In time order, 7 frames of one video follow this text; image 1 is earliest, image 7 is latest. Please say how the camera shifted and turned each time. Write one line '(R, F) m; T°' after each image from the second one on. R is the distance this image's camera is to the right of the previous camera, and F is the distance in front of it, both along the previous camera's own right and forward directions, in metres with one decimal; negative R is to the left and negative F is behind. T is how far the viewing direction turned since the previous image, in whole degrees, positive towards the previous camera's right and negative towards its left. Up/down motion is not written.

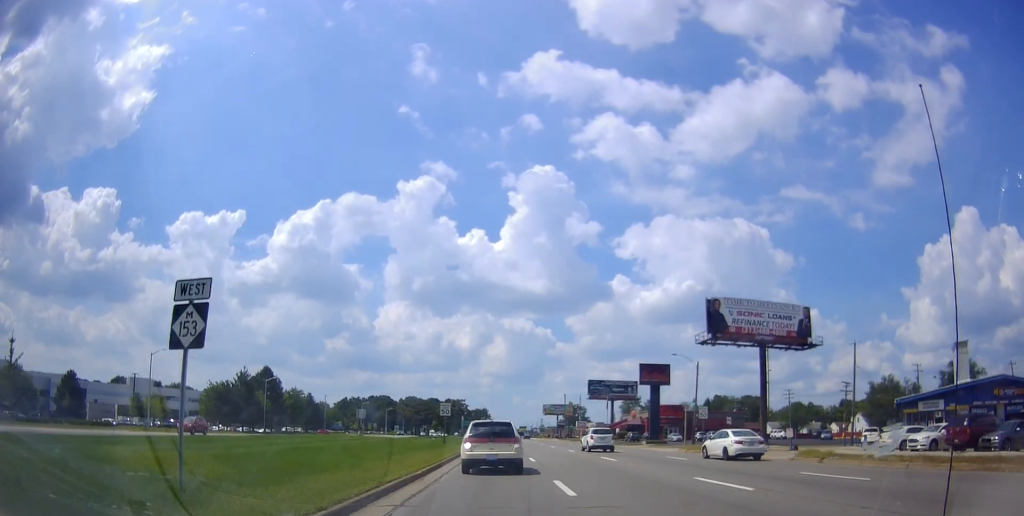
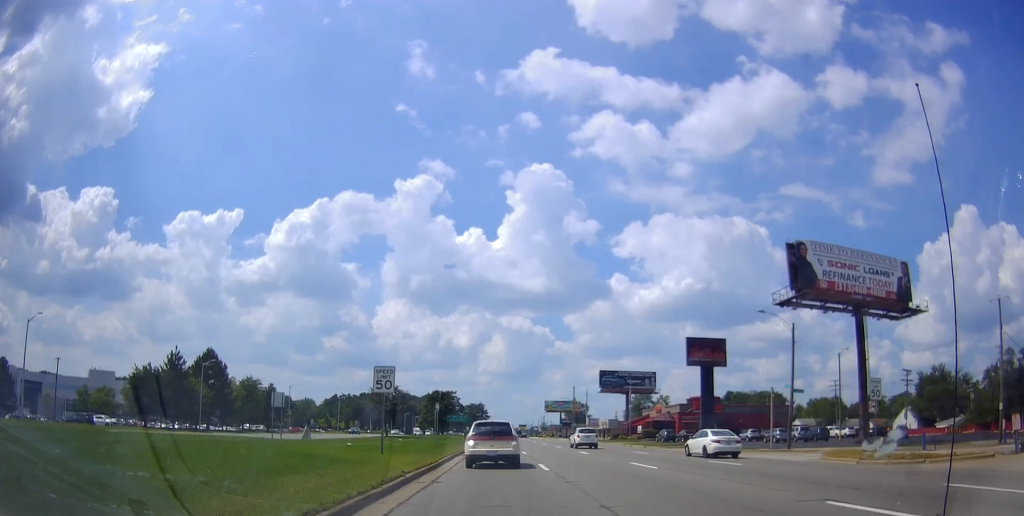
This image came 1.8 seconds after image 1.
(0.0, +22.2) m; 0°
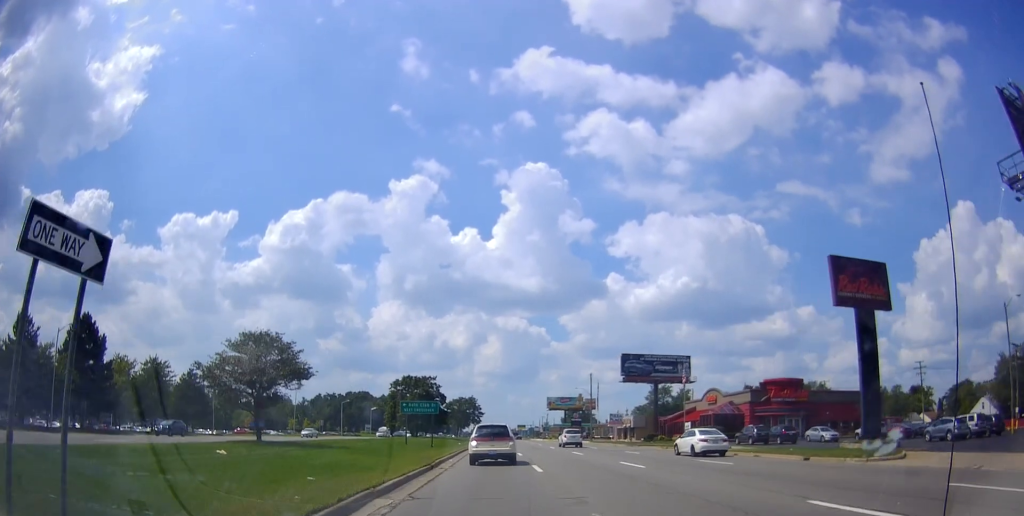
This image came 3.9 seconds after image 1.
(0.0, +29.6) m; 0°
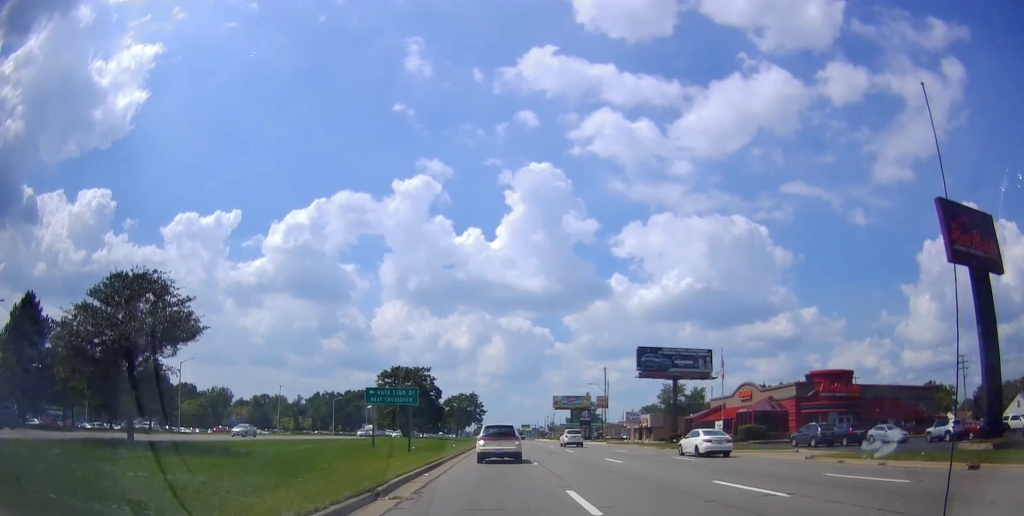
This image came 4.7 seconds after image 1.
(0.0, +10.6) m; 0°
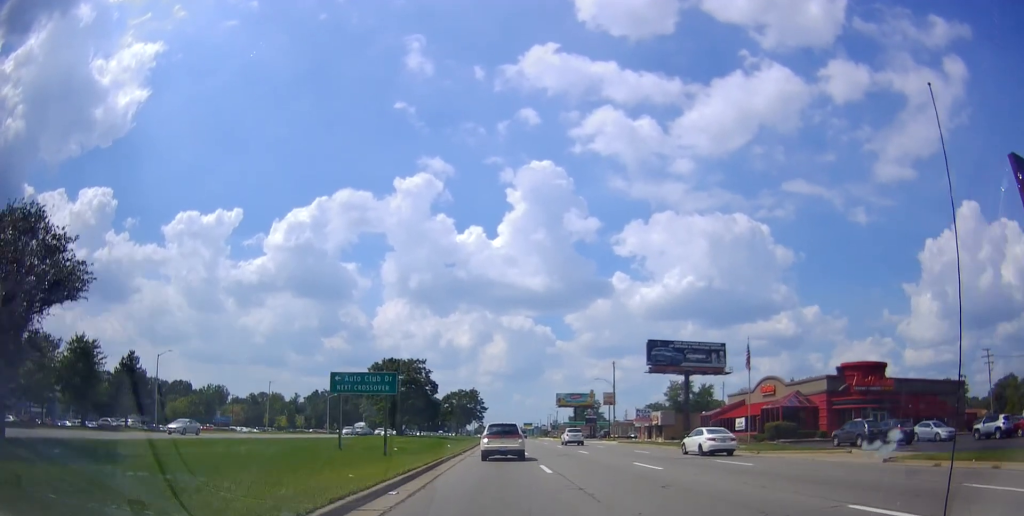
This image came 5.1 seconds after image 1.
(0.0, +5.9) m; 0°
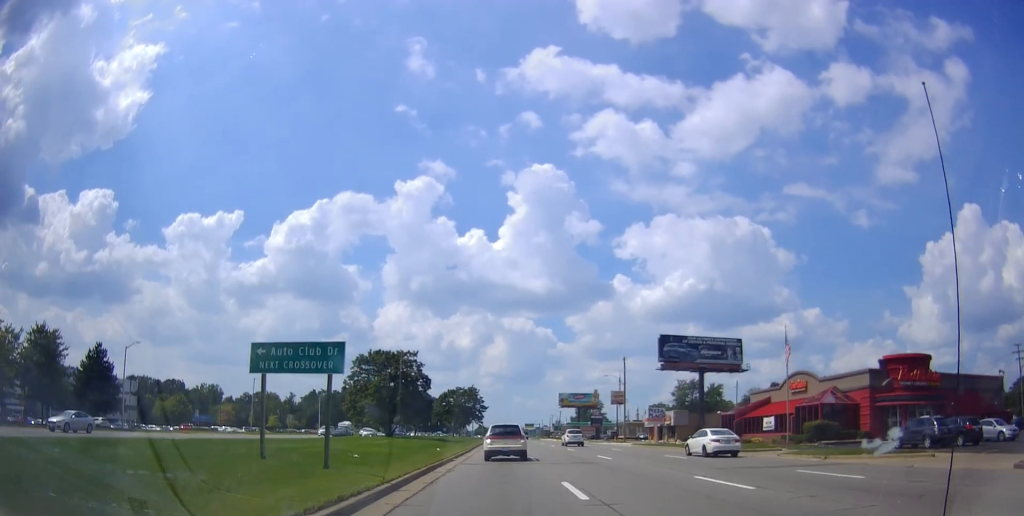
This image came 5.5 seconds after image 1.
(0.0, +6.9) m; 0°
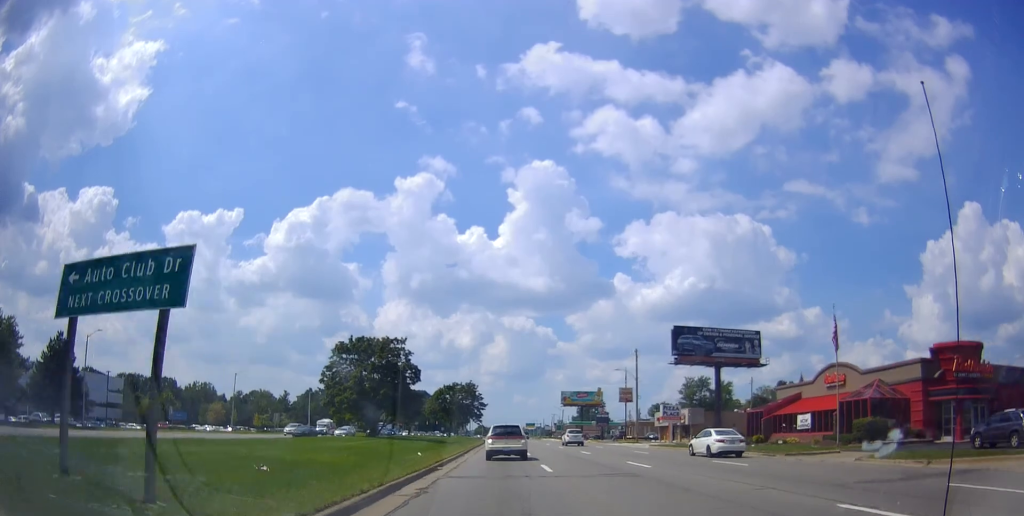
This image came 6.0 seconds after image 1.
(0.0, +7.1) m; -1°
